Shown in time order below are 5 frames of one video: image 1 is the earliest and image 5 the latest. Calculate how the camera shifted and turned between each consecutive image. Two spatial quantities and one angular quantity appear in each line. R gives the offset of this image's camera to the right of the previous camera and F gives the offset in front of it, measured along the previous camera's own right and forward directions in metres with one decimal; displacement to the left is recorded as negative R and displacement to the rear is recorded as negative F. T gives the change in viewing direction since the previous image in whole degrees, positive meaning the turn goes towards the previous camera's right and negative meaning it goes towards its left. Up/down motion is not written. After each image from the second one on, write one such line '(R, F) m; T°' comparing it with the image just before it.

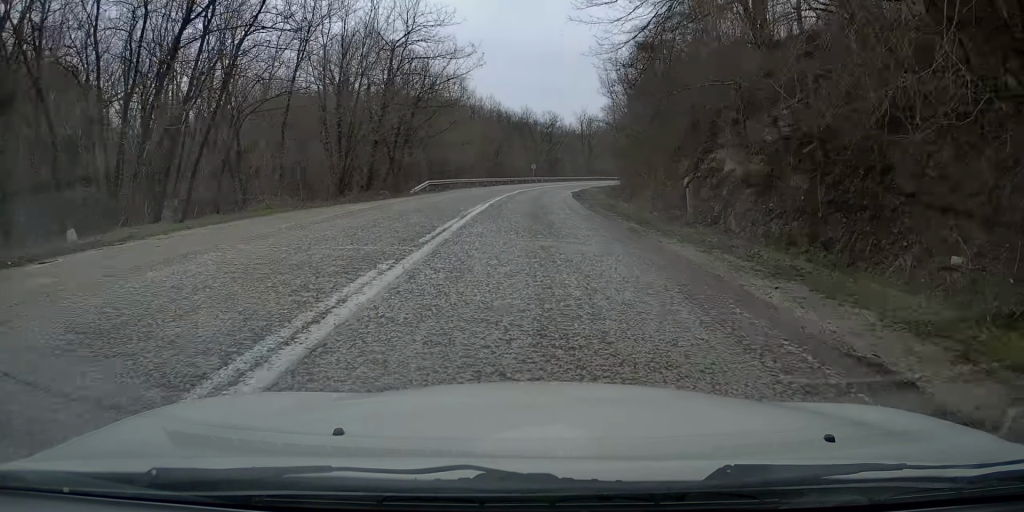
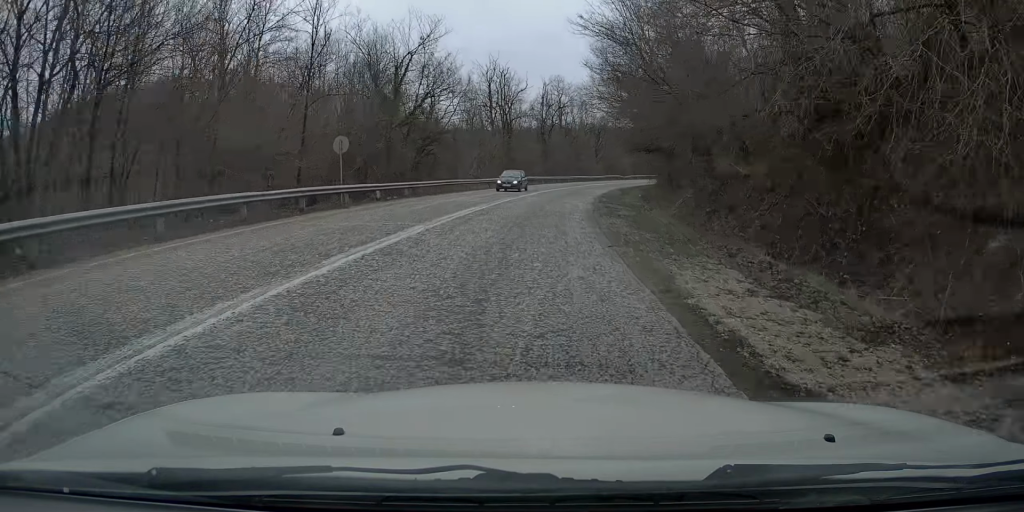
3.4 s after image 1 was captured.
(+1.7, +64.7) m; +5°
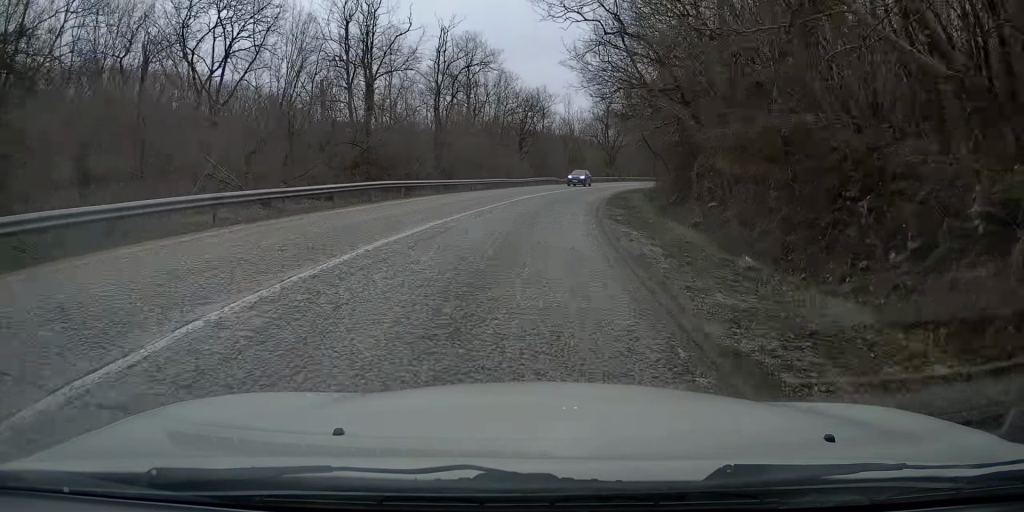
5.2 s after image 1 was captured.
(+2.0, +33.8) m; +7°
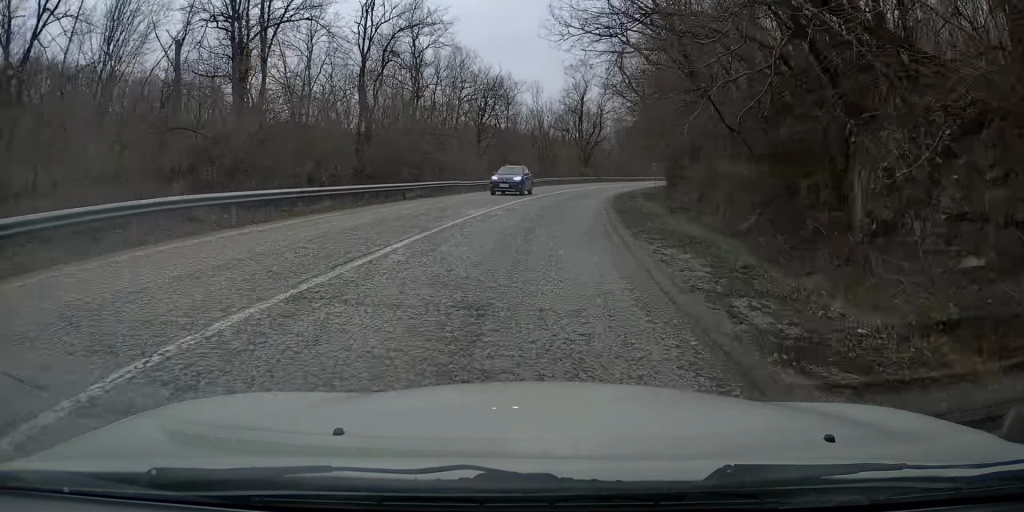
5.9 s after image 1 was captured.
(+0.5, +14.3) m; +4°
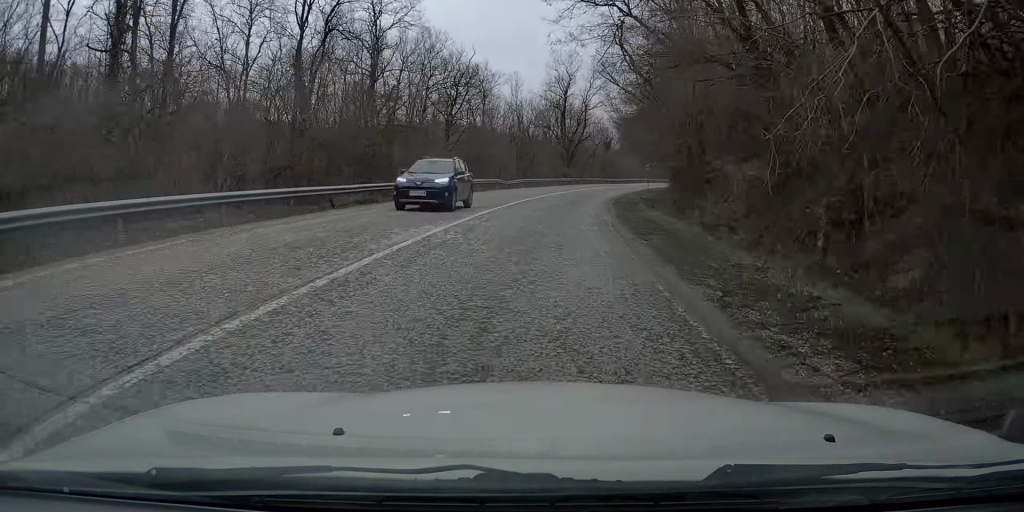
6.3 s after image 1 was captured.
(+0.1, +7.9) m; +2°
